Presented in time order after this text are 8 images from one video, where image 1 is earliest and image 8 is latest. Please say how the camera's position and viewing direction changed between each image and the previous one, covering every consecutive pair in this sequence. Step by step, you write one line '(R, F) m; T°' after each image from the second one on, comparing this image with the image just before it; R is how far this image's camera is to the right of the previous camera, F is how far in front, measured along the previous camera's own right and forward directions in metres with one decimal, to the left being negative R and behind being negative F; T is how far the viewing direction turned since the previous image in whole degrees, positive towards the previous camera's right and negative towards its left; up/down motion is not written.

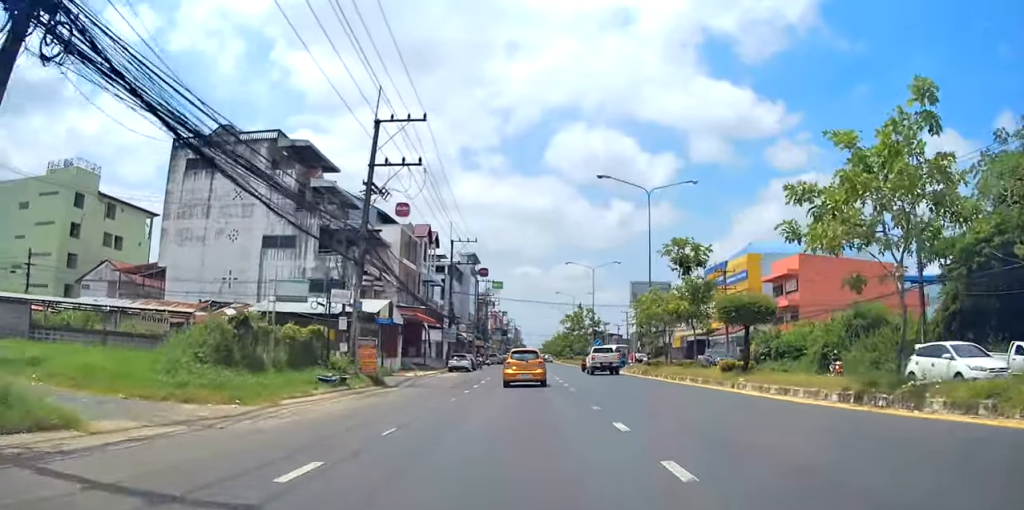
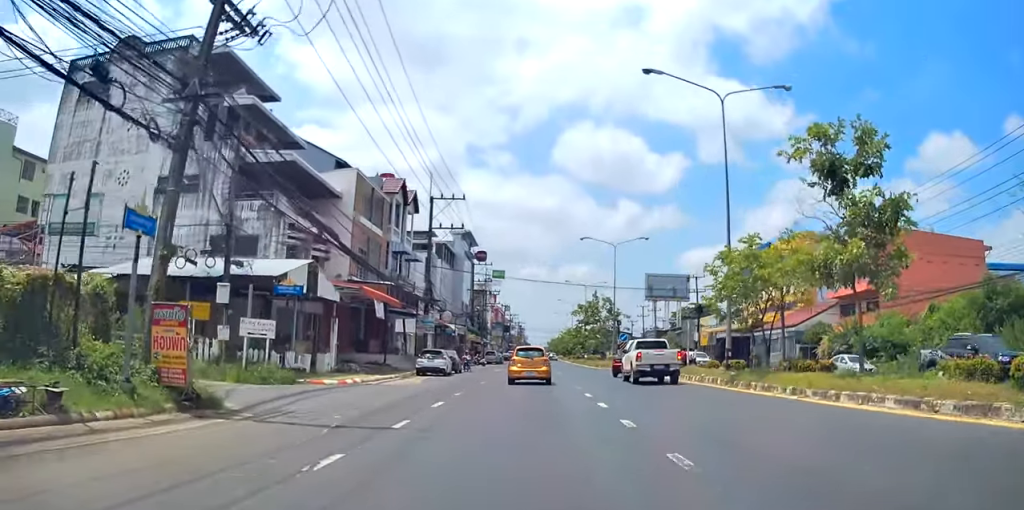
(+0.7, +16.2) m; +1°
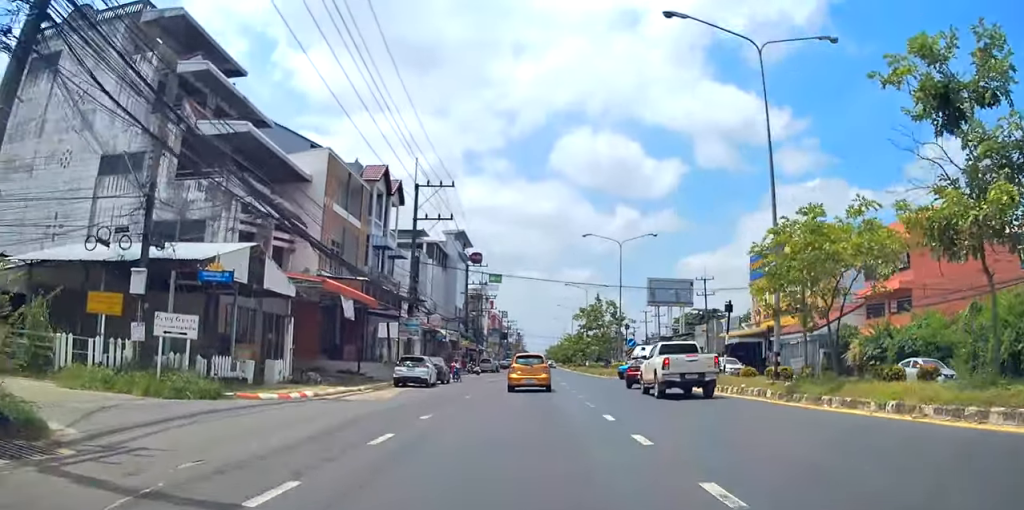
(-0.2, +5.4) m; 0°
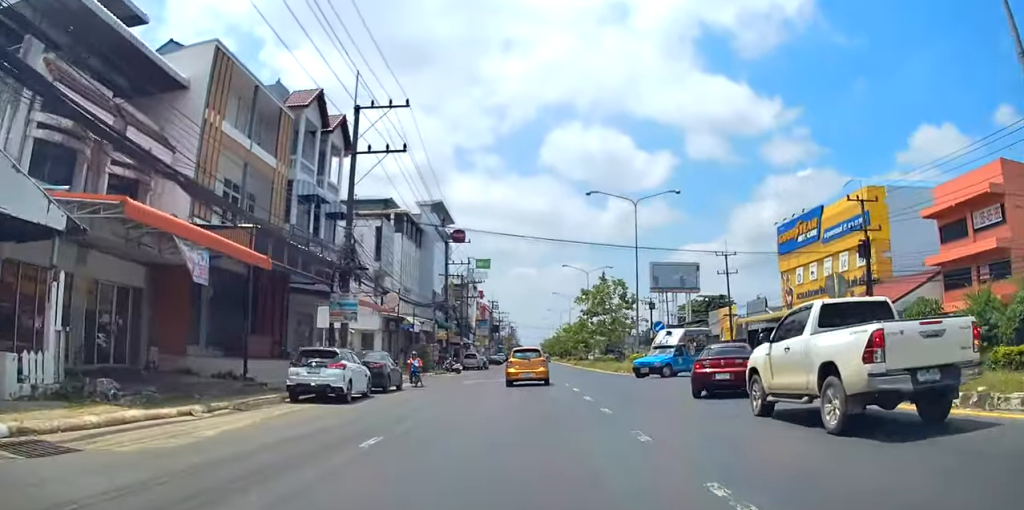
(-0.3, +12.6) m; +1°
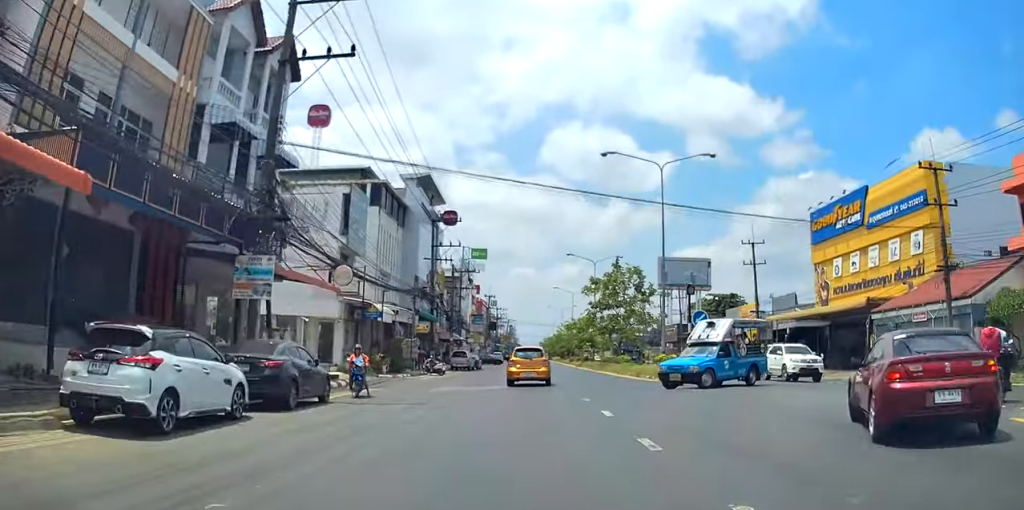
(+0.4, +8.9) m; +2°
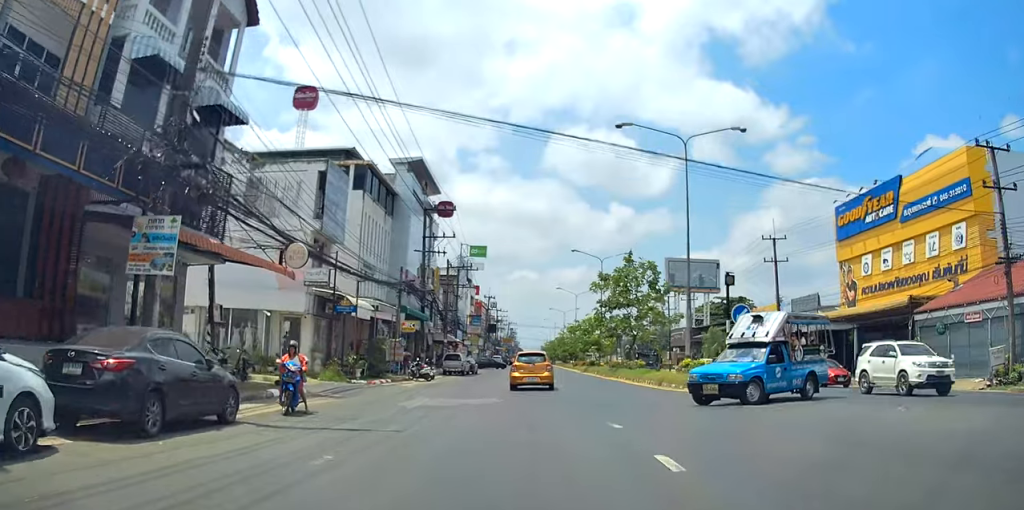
(0.0, +5.5) m; 0°
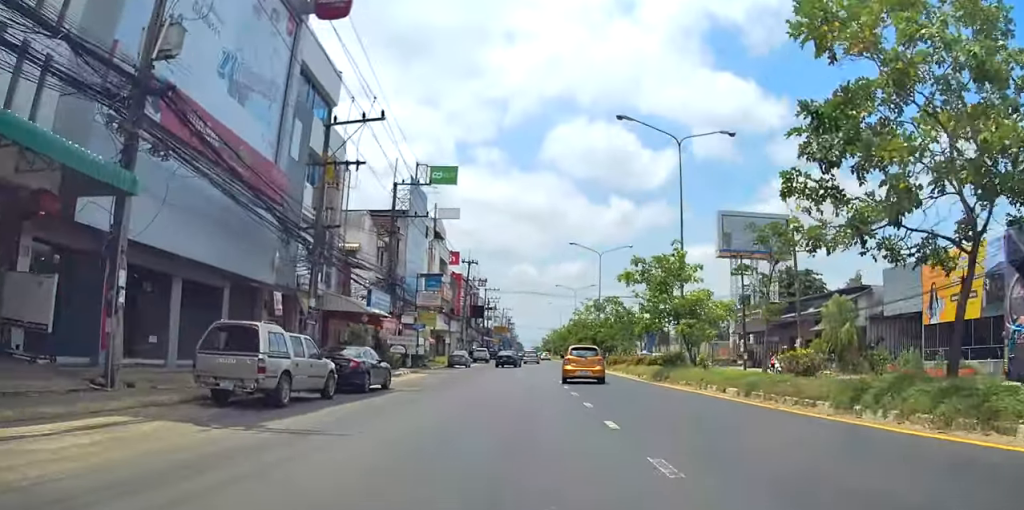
(-0.1, +37.1) m; -3°
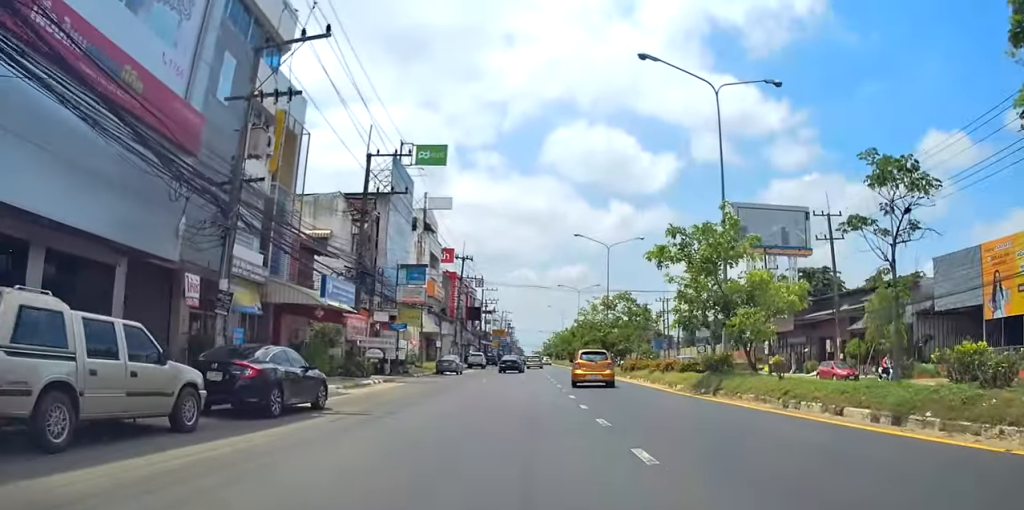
(-0.5, +7.6) m; 0°
